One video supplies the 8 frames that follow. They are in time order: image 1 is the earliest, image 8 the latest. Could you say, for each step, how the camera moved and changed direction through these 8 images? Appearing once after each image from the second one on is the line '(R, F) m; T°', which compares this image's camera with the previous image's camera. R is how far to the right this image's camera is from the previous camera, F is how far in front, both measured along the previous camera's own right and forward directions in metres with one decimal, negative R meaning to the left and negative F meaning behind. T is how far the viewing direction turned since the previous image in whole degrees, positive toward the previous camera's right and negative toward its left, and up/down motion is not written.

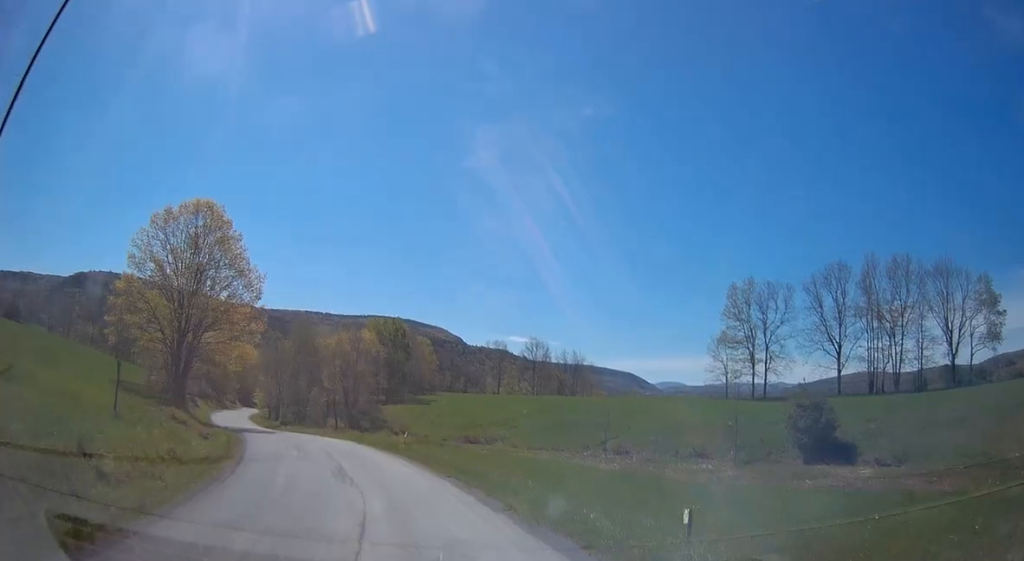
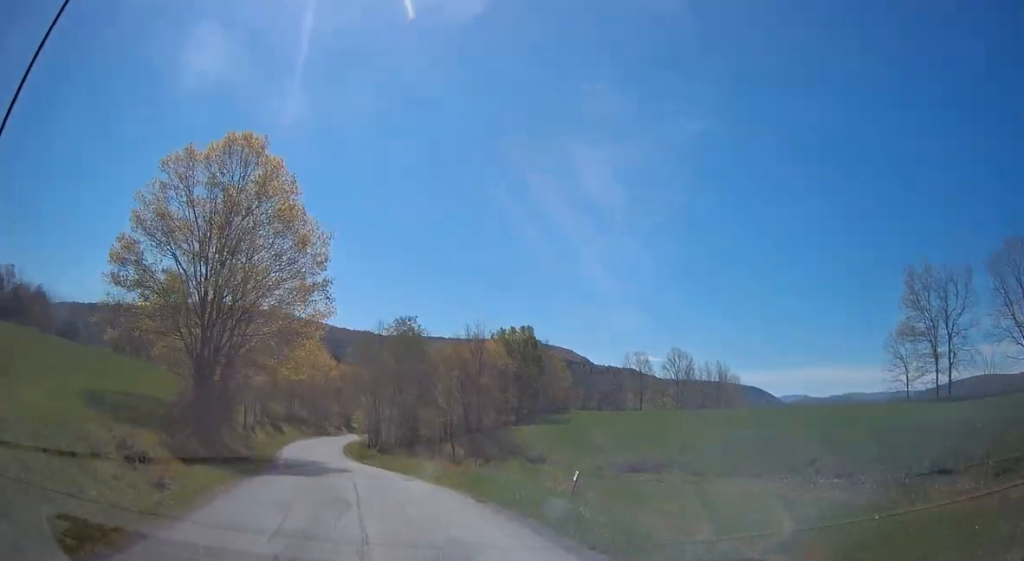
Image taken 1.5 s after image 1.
(-1.5, +18.4) m; -10°
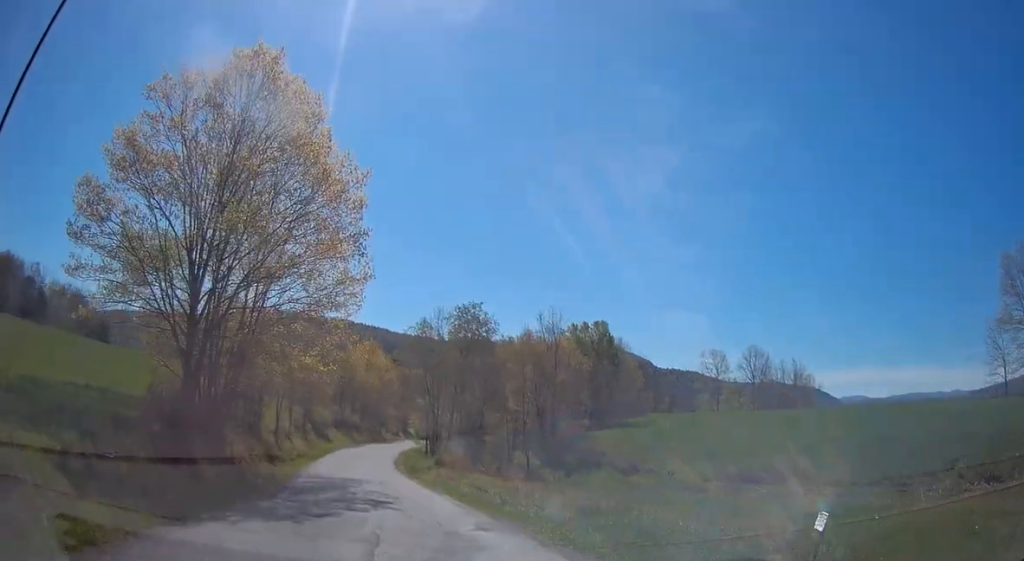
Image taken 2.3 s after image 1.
(-0.6, +10.0) m; -5°
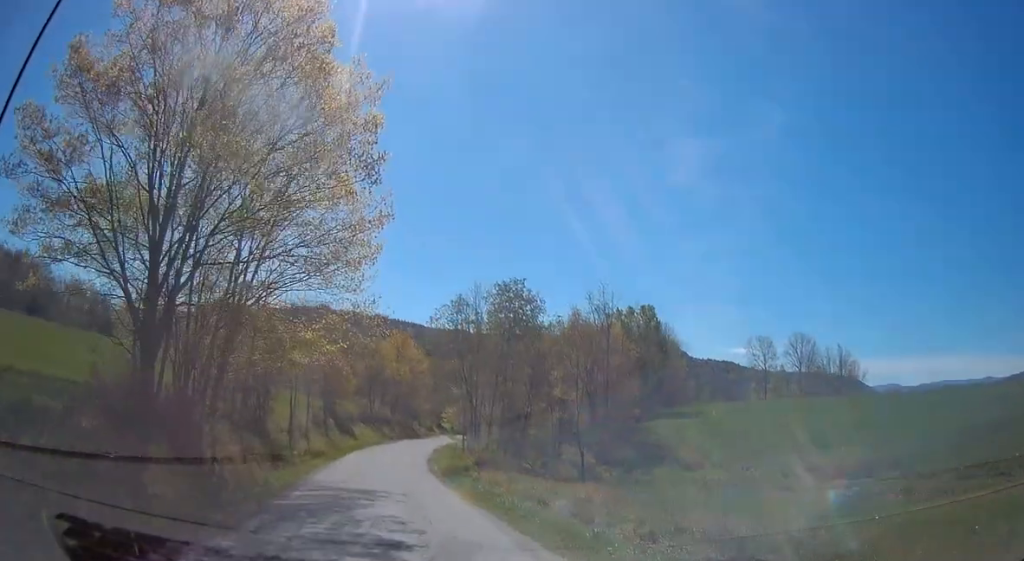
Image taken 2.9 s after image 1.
(-0.2, +7.2) m; -2°
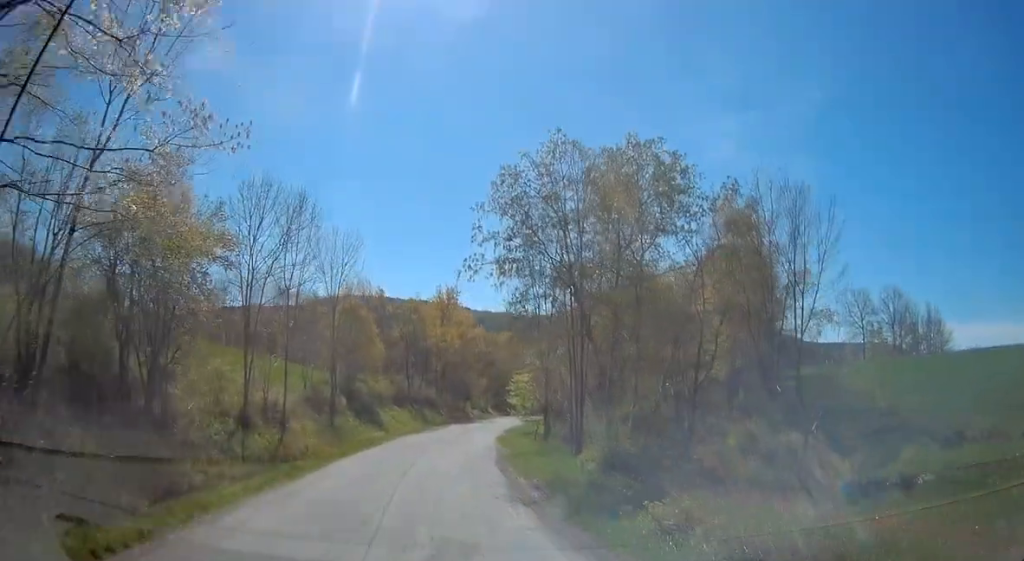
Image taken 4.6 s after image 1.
(-0.3, +22.1) m; -2°
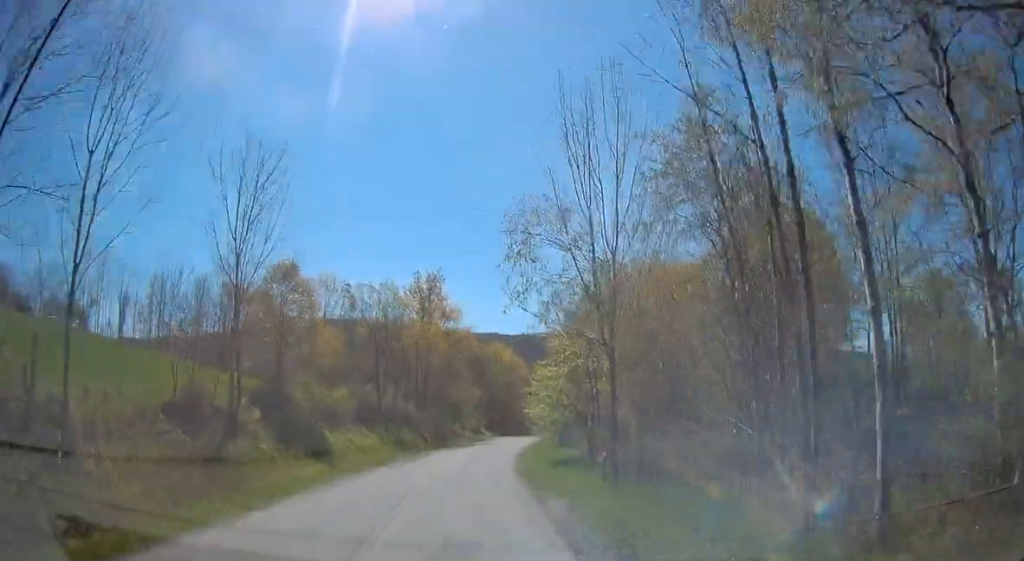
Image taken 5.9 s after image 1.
(-0.2, +18.6) m; +1°
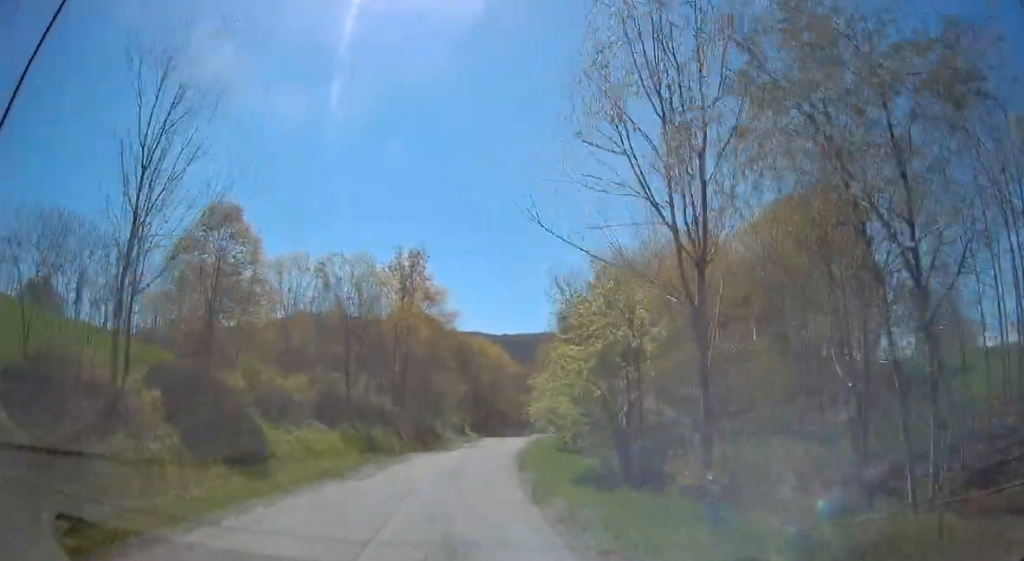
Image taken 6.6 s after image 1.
(+0.1, +8.8) m; +2°
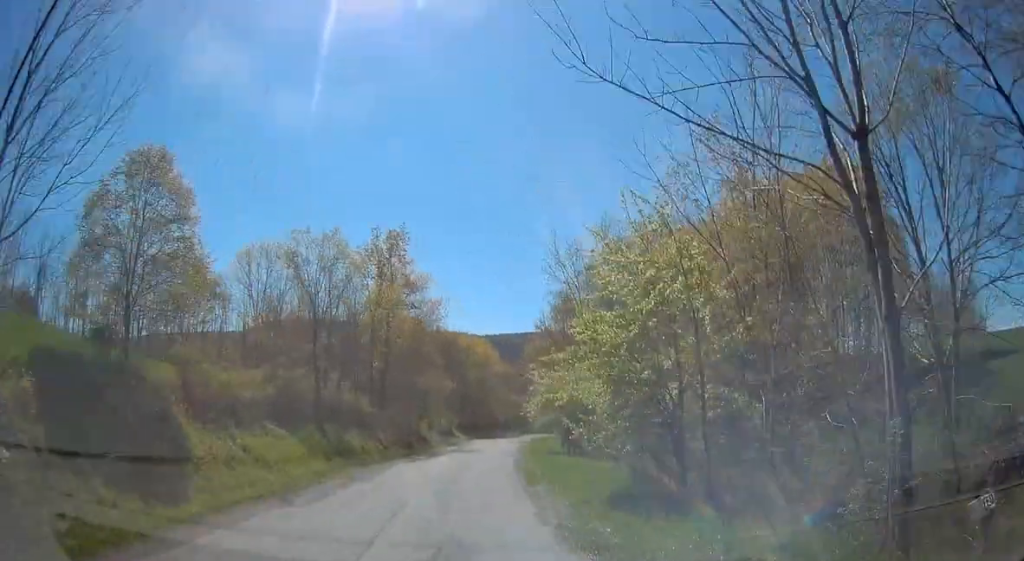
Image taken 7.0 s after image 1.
(+0.1, +6.5) m; +2°
